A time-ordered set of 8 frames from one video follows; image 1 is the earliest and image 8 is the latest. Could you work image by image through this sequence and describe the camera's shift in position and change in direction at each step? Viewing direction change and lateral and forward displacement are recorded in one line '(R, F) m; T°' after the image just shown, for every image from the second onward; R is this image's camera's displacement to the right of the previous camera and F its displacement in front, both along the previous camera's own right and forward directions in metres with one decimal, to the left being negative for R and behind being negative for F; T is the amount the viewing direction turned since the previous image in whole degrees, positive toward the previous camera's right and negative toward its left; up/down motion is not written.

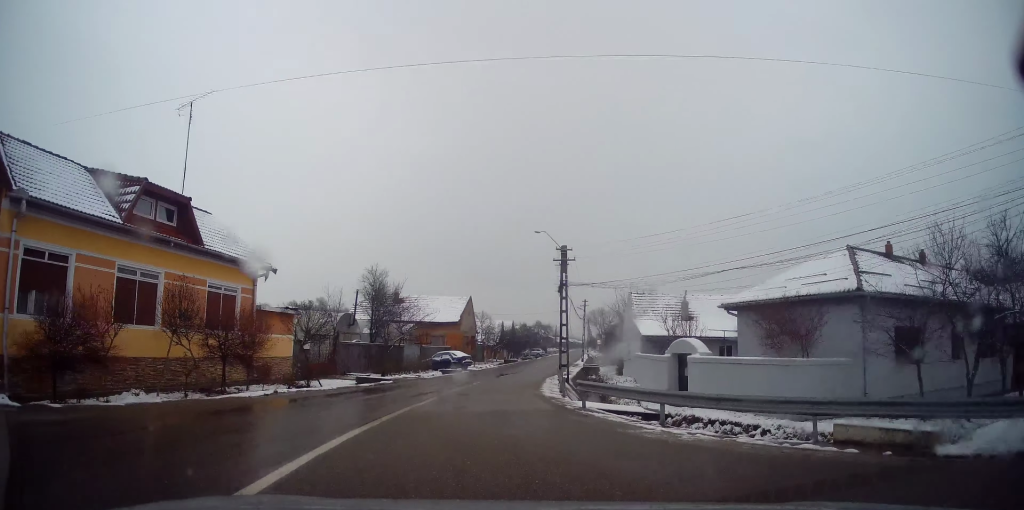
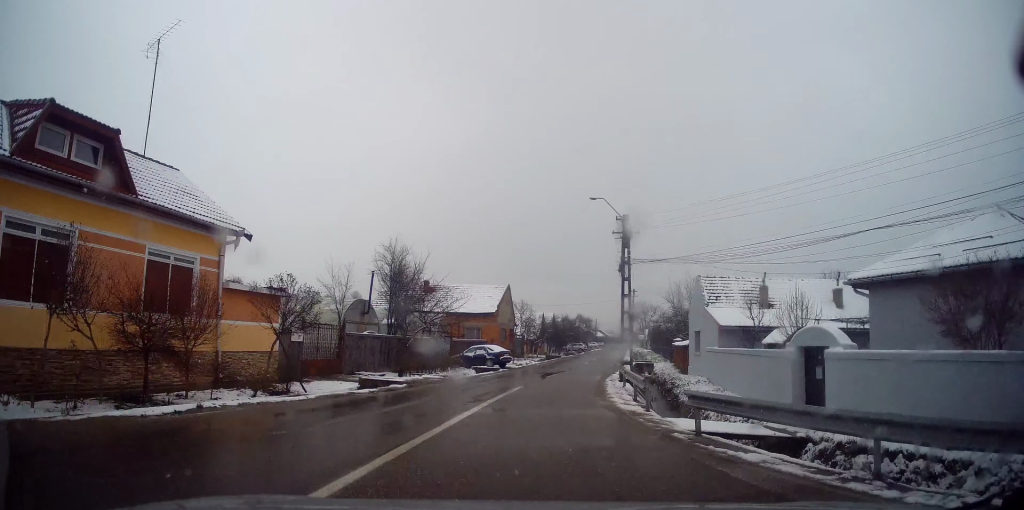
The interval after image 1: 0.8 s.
(-0.5, +6.2) m; -2°
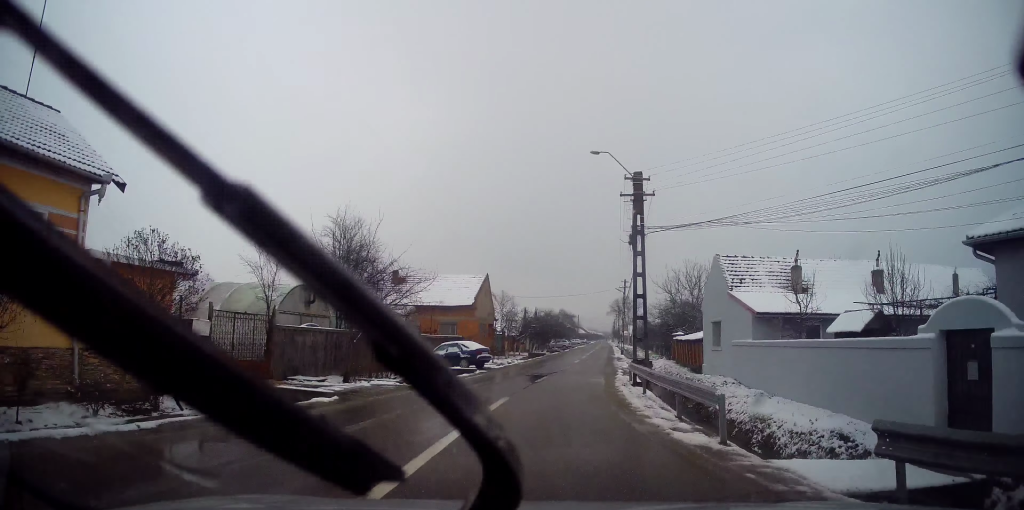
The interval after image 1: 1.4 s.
(0.0, +5.7) m; +1°
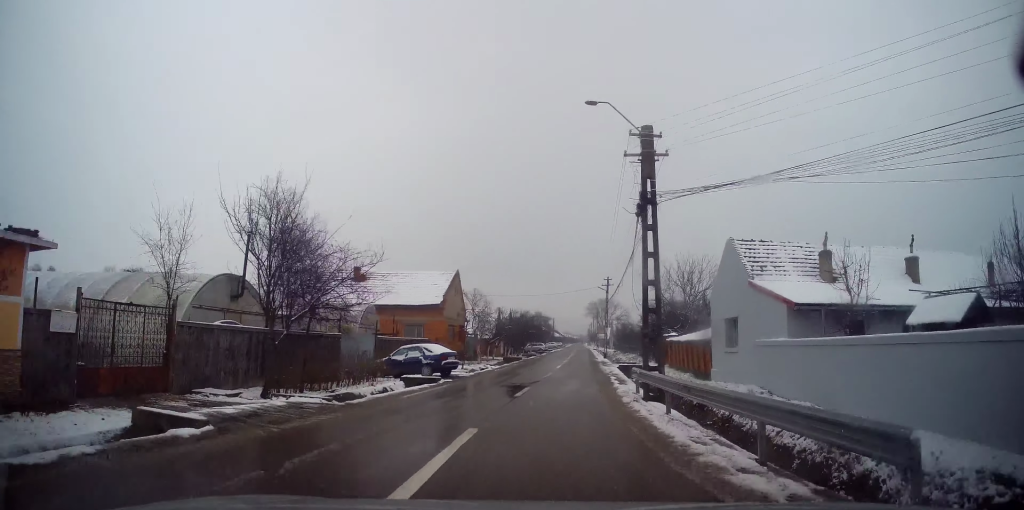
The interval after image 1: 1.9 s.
(0.0, +4.5) m; +2°
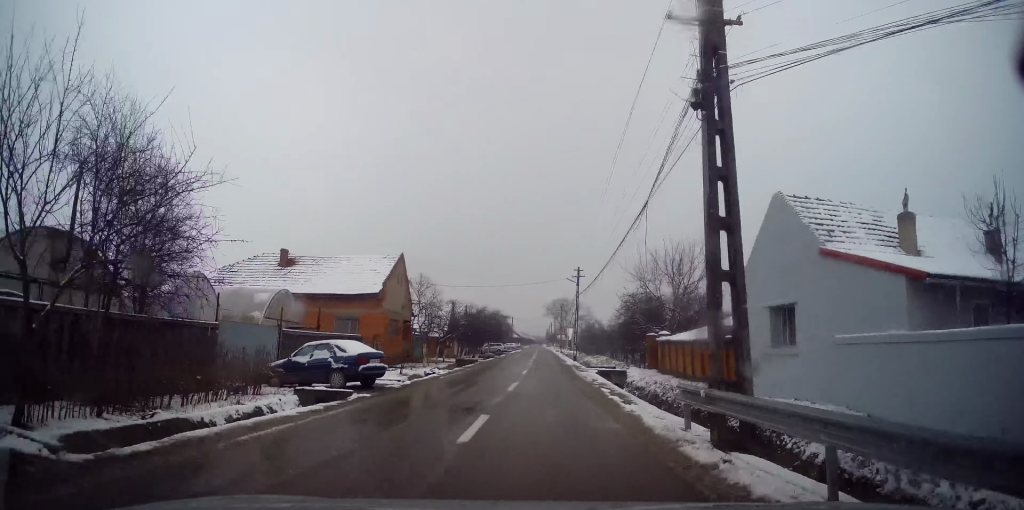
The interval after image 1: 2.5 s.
(+0.3, +7.1) m; +3°
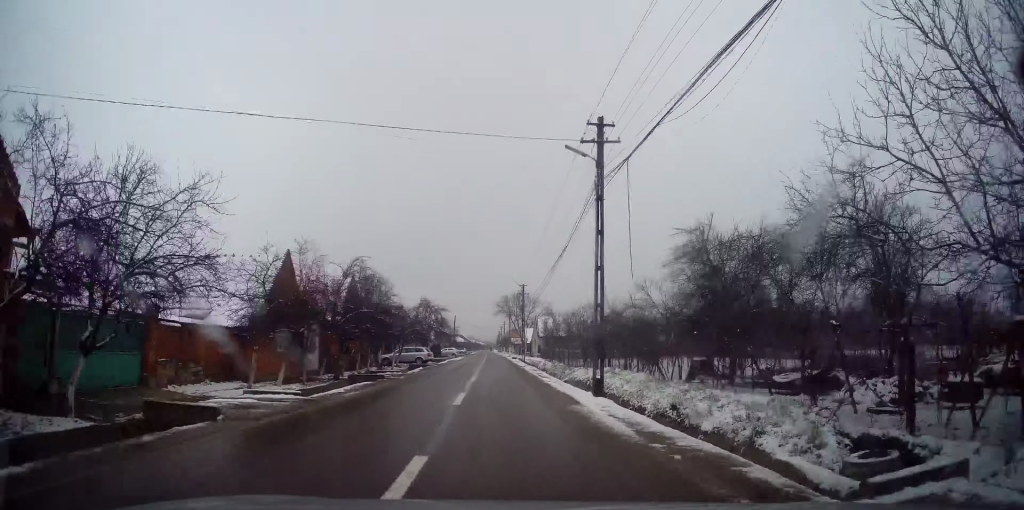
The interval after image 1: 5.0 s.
(+2.5, +29.3) m; +6°
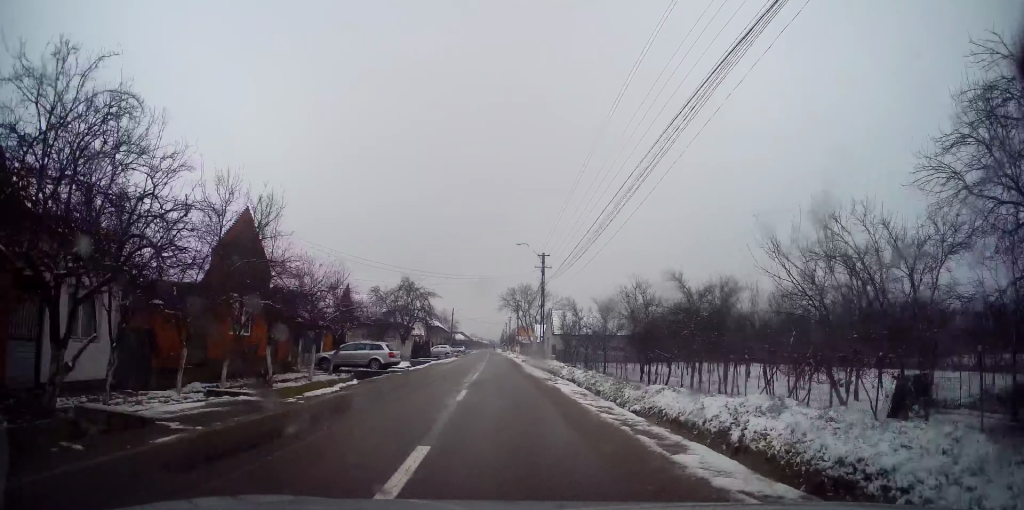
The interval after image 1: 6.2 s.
(-0.4, +16.6) m; -1°
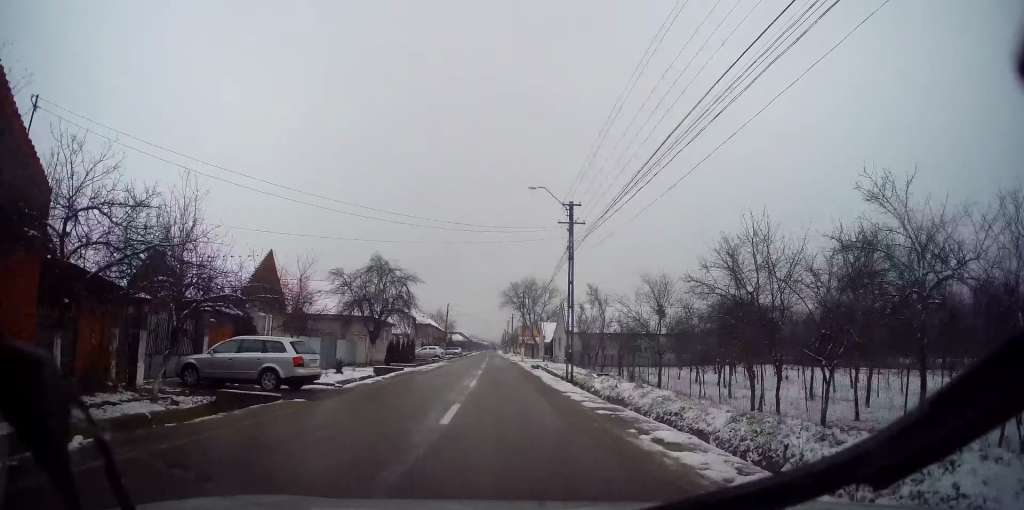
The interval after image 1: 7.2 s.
(+0.1, +12.6) m; 0°
